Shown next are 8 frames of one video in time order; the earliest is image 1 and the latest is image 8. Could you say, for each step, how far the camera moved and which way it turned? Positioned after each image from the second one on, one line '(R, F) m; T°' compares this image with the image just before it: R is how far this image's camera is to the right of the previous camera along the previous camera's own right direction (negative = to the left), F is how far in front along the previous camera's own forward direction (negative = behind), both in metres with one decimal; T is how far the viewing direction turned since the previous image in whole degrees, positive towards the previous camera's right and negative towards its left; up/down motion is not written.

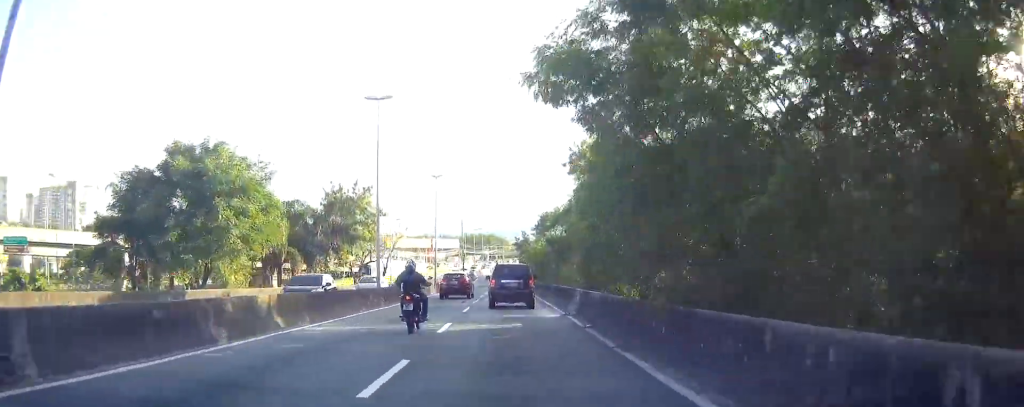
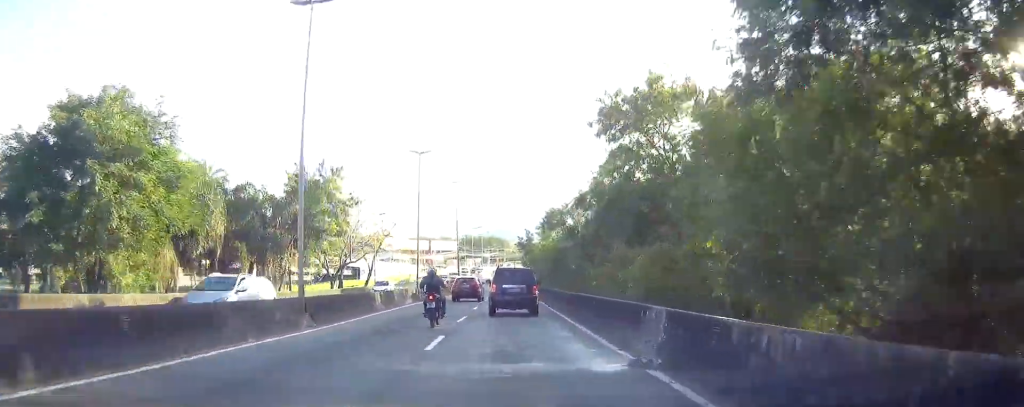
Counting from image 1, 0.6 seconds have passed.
(0.0, +12.2) m; 0°
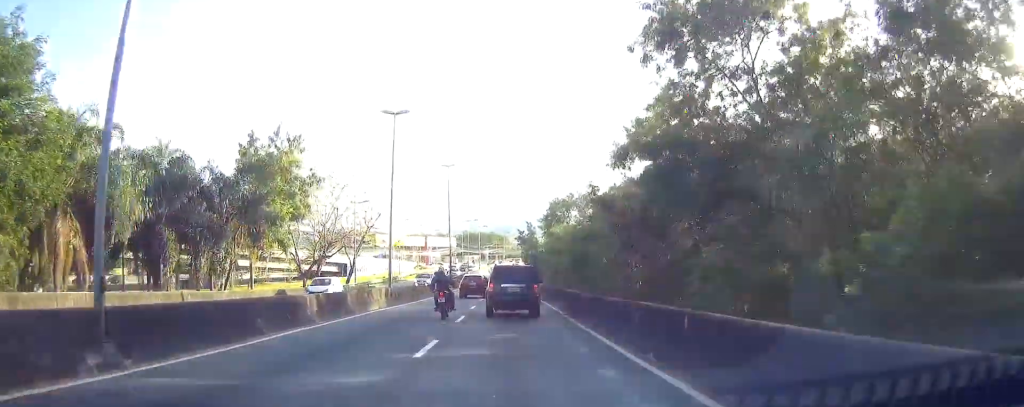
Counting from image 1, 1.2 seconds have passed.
(-0.1, +10.0) m; 0°
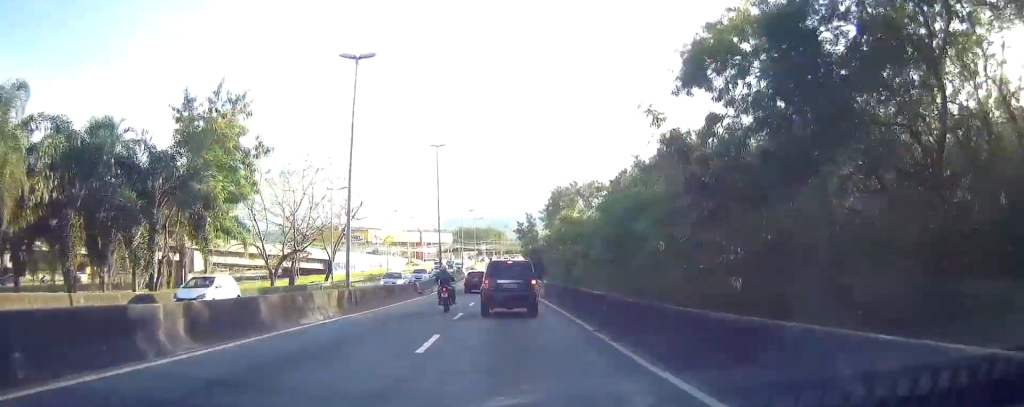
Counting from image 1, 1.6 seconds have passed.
(-0.1, +8.7) m; 0°
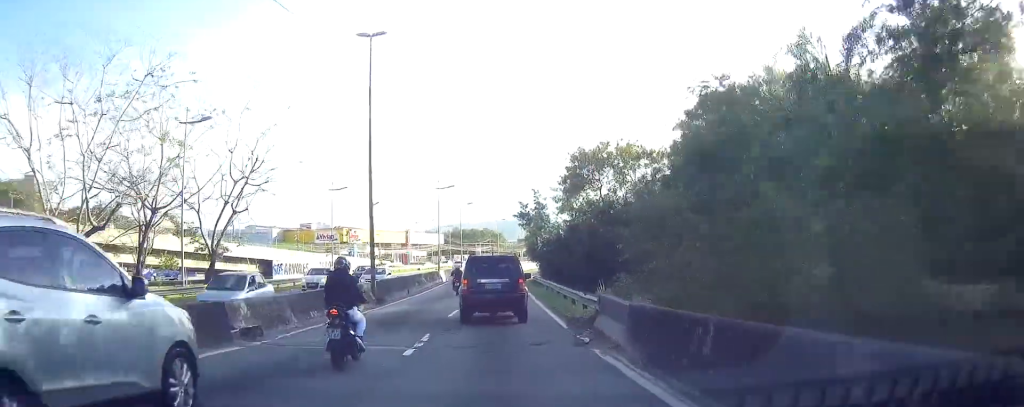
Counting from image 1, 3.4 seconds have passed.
(+0.3, +29.3) m; +1°
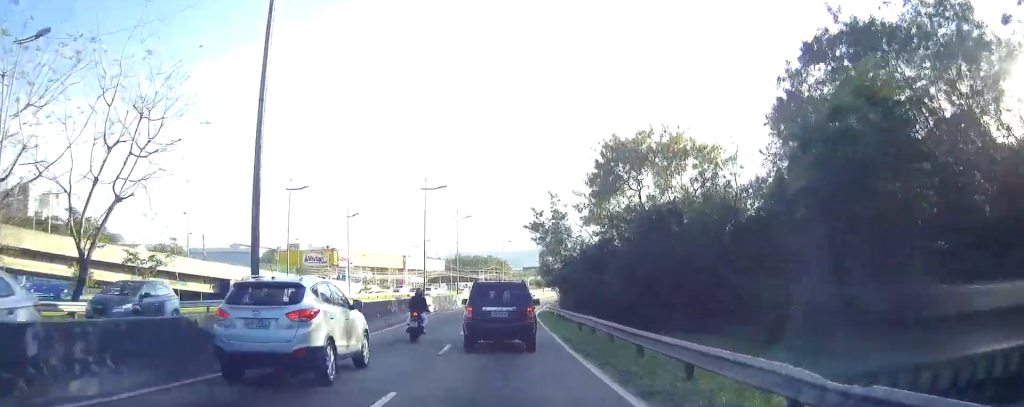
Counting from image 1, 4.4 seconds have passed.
(0.0, +15.4) m; 0°
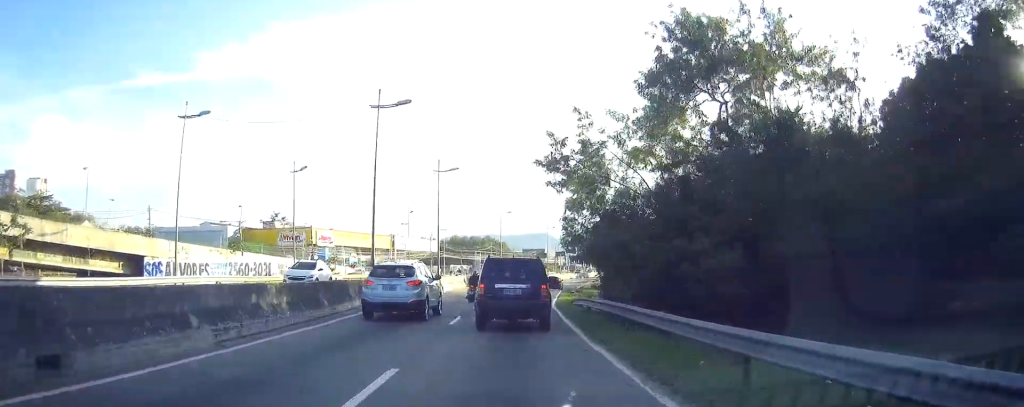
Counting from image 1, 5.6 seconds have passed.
(0.0, +18.5) m; -1°
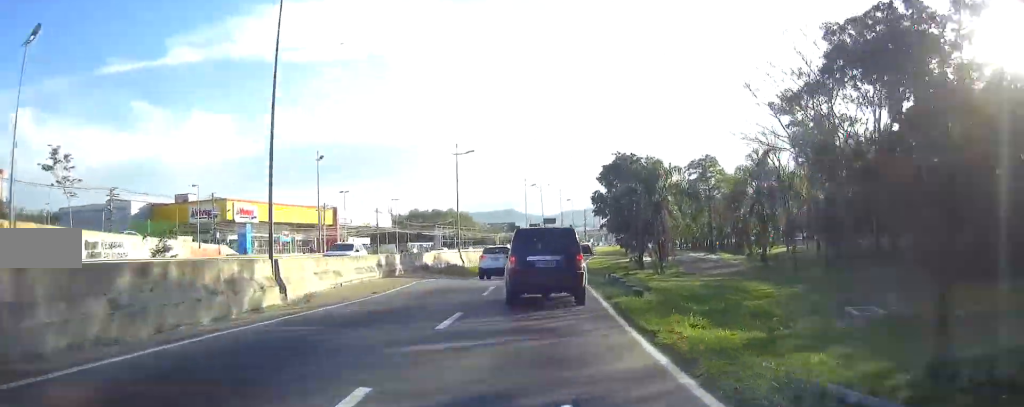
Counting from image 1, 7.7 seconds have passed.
(0.0, +31.4) m; +1°
